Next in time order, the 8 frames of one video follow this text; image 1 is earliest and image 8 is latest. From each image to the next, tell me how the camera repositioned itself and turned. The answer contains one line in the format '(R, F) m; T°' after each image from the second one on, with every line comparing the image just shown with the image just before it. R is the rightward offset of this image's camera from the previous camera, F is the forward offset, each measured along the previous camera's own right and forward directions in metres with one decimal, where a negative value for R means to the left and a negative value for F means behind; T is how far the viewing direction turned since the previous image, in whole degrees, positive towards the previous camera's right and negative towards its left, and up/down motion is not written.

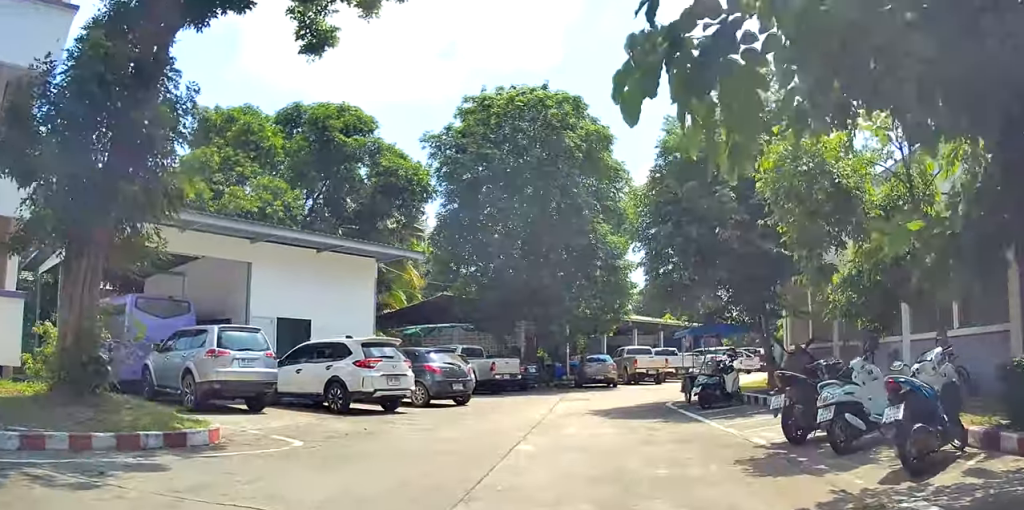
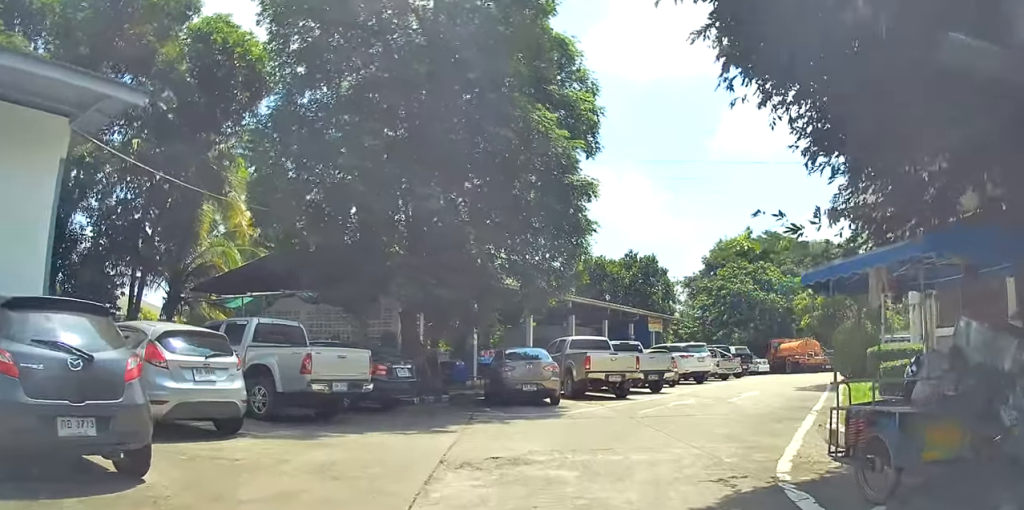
(+3.1, +7.9) m; +39°
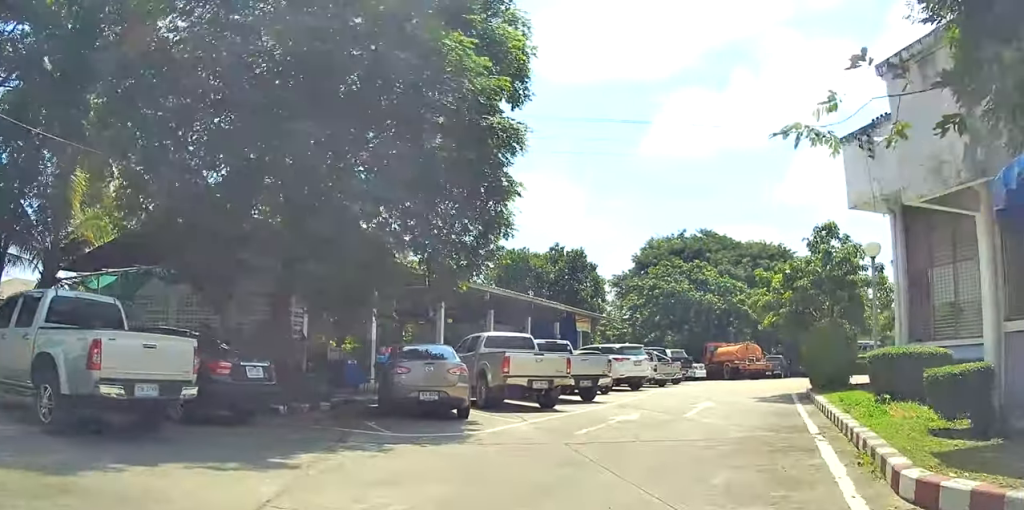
(-0.2, +2.8) m; +9°
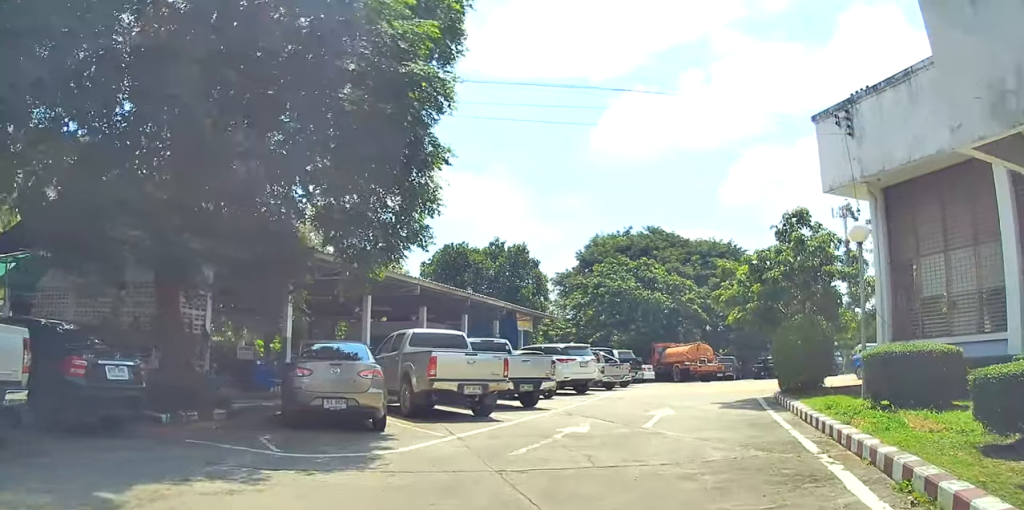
(+0.3, +1.6) m; +1°
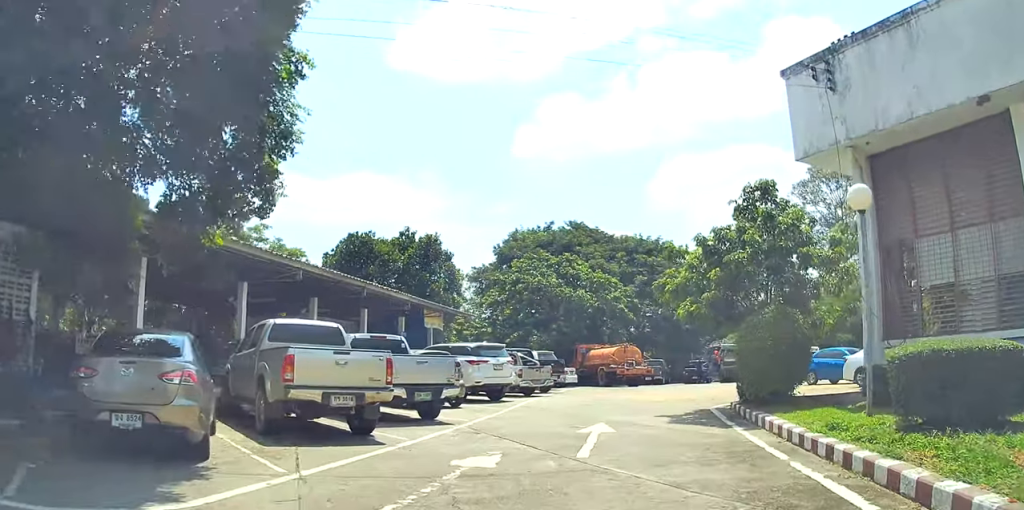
(+0.3, +2.6) m; +1°
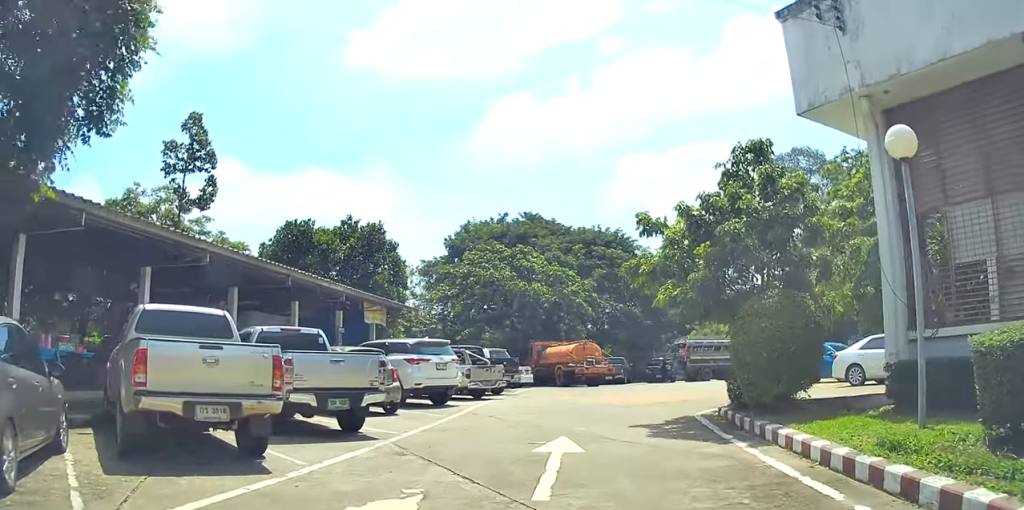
(-0.3, +2.0) m; -2°
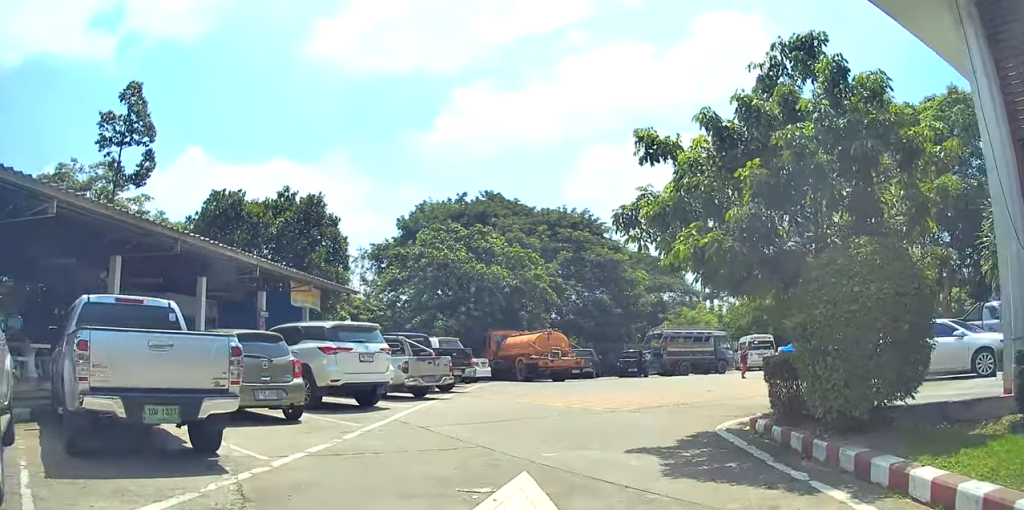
(0.0, +3.0) m; +2°
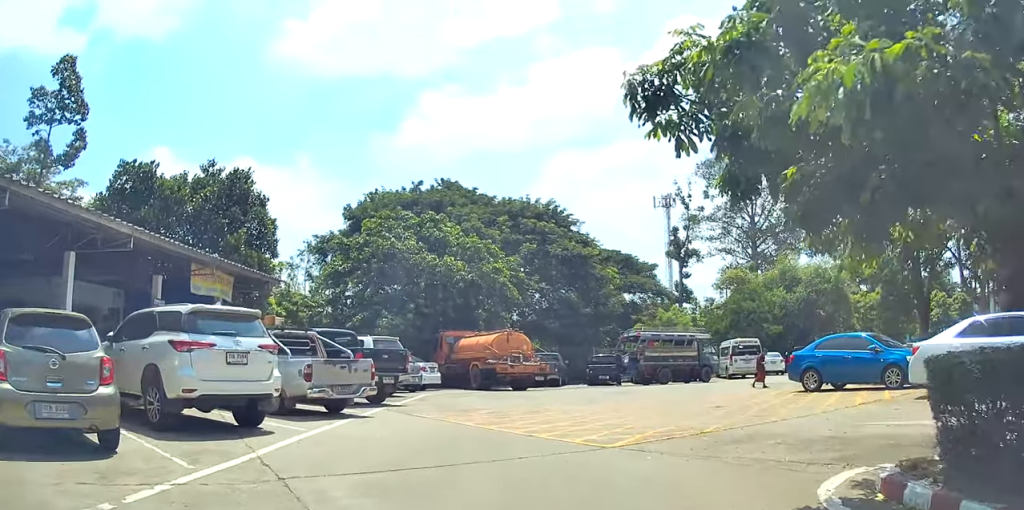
(+0.2, +3.1) m; +6°
